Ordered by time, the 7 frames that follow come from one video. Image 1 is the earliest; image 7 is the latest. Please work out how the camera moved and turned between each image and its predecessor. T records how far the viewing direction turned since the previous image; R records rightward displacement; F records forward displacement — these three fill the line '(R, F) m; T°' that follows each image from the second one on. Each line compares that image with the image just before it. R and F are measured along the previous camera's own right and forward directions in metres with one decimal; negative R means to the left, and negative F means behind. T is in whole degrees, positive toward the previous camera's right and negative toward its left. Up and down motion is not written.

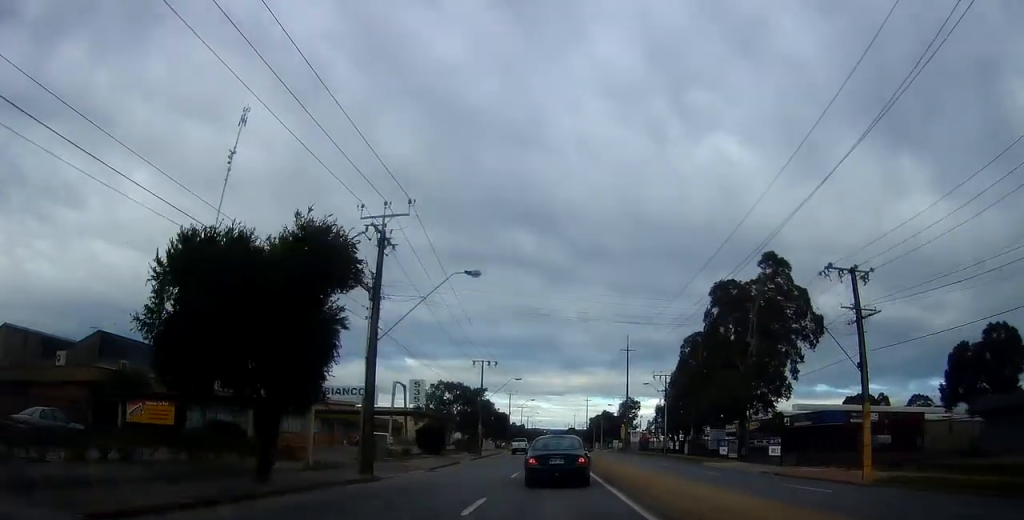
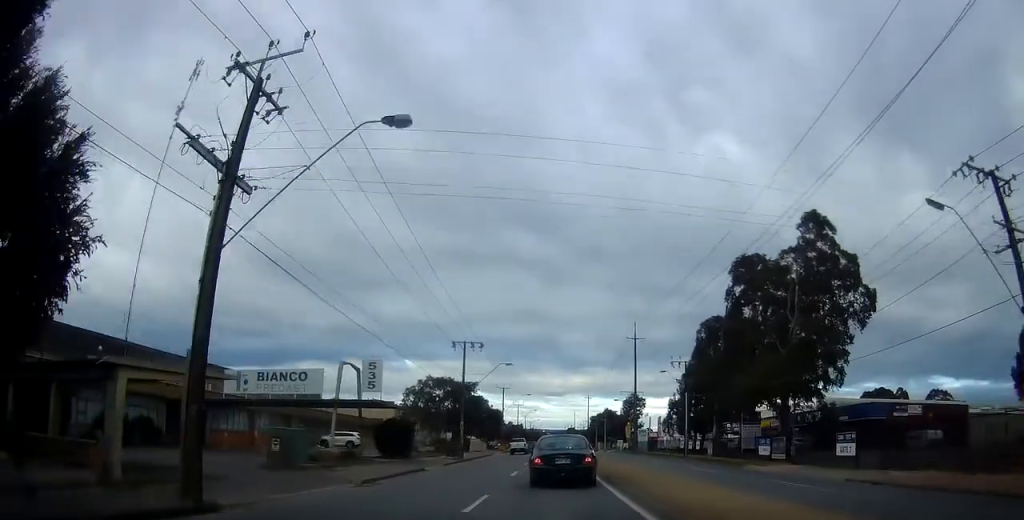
(0.0, +11.4) m; 0°
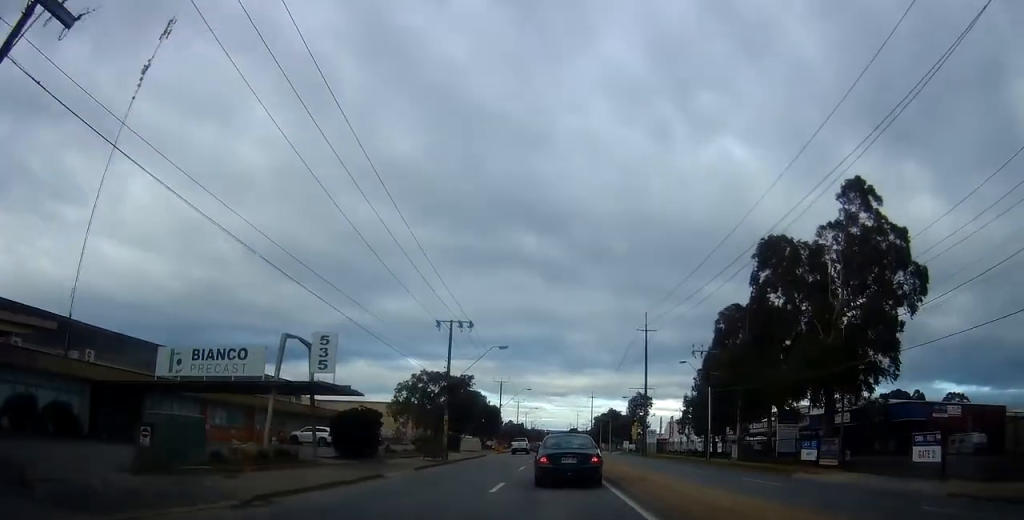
(0.0, +8.0) m; 0°
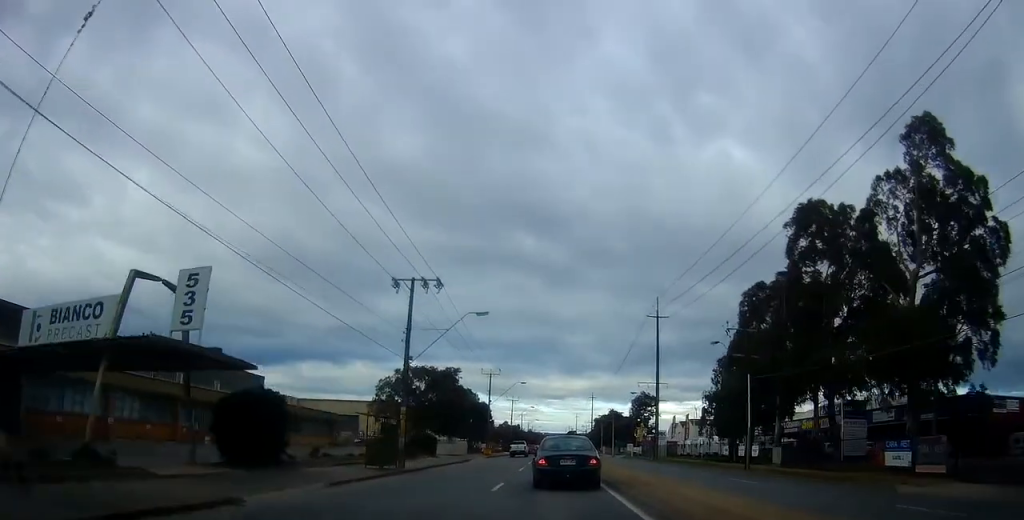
(0.0, +11.0) m; 0°
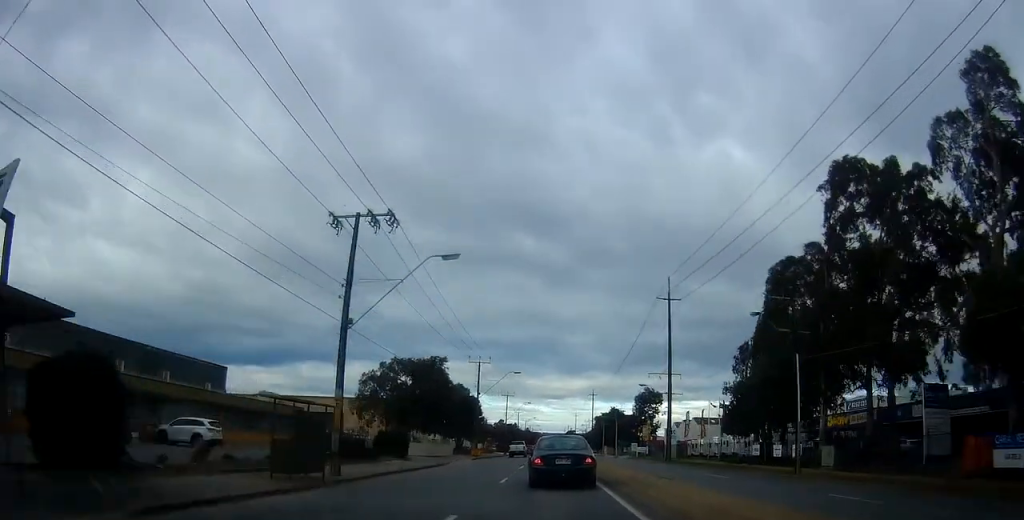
(0.0, +8.8) m; 0°
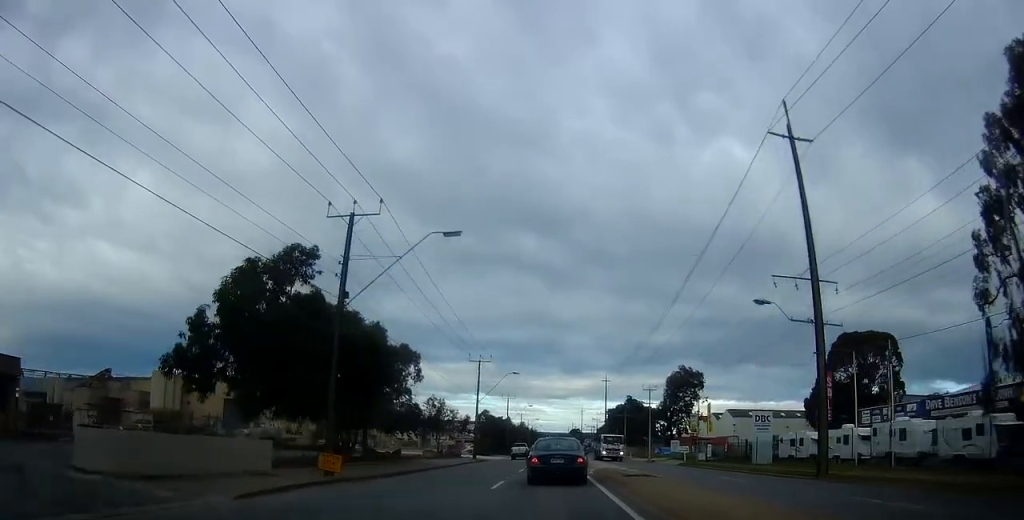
(+0.9, +37.8) m; +2°
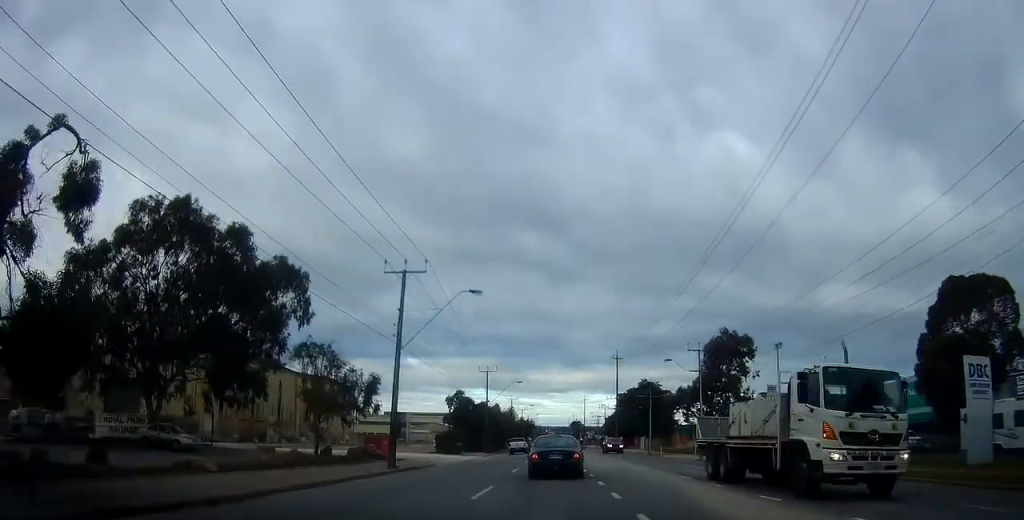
(-0.9, +28.1) m; 0°
